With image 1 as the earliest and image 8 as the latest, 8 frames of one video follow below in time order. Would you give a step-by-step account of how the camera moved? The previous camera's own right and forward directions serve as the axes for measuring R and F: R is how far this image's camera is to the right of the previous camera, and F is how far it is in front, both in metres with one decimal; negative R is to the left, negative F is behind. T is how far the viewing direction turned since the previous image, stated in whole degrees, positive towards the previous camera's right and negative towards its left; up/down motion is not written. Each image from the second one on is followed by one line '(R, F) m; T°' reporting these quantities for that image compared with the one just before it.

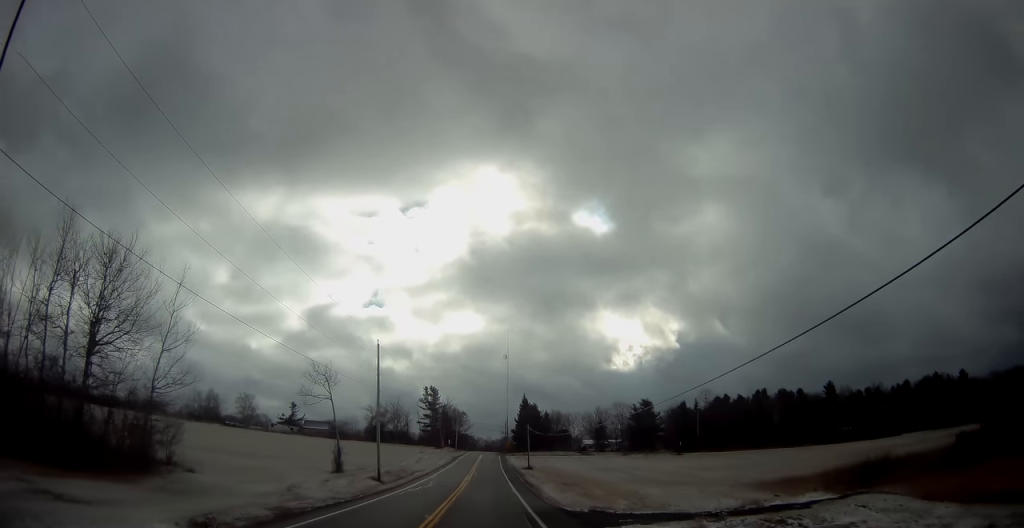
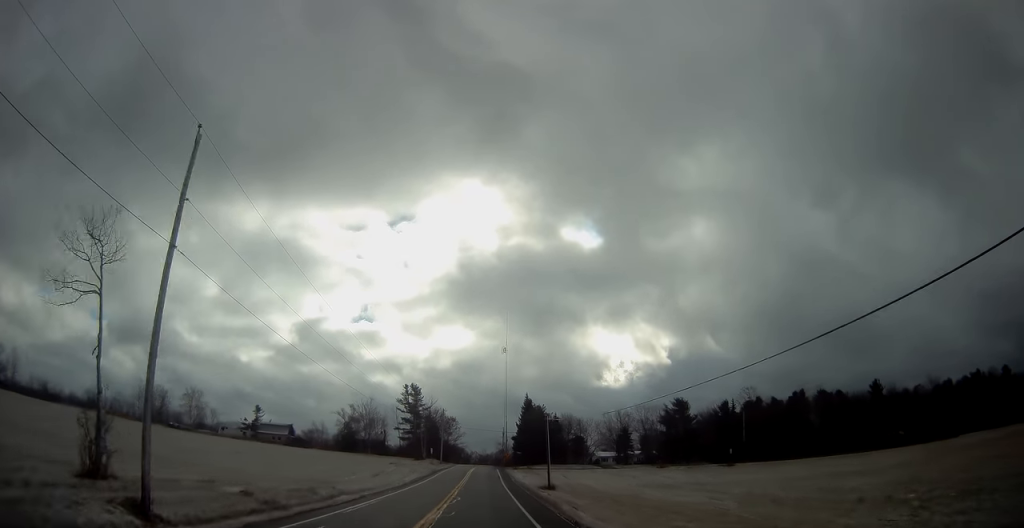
(-0.2, +30.2) m; 0°
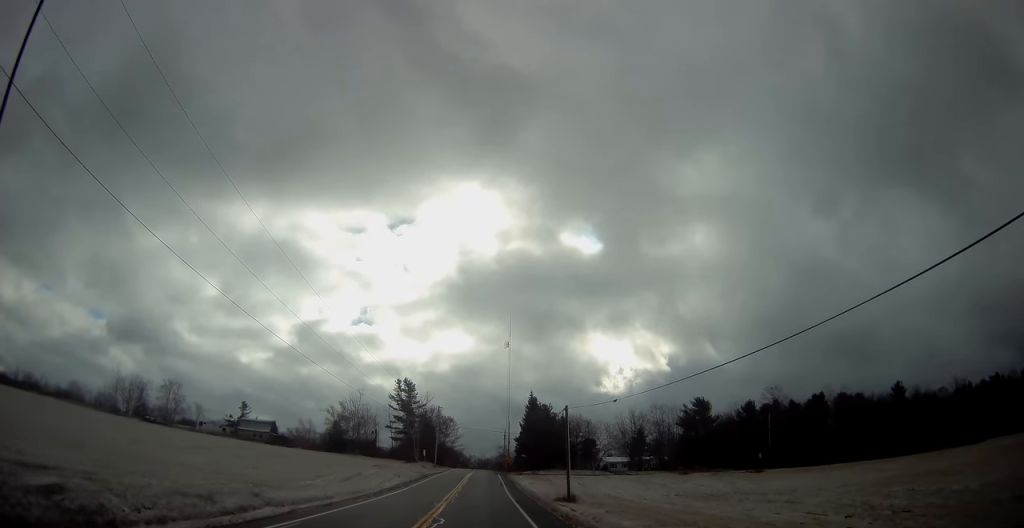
(+0.1, +11.2) m; 0°
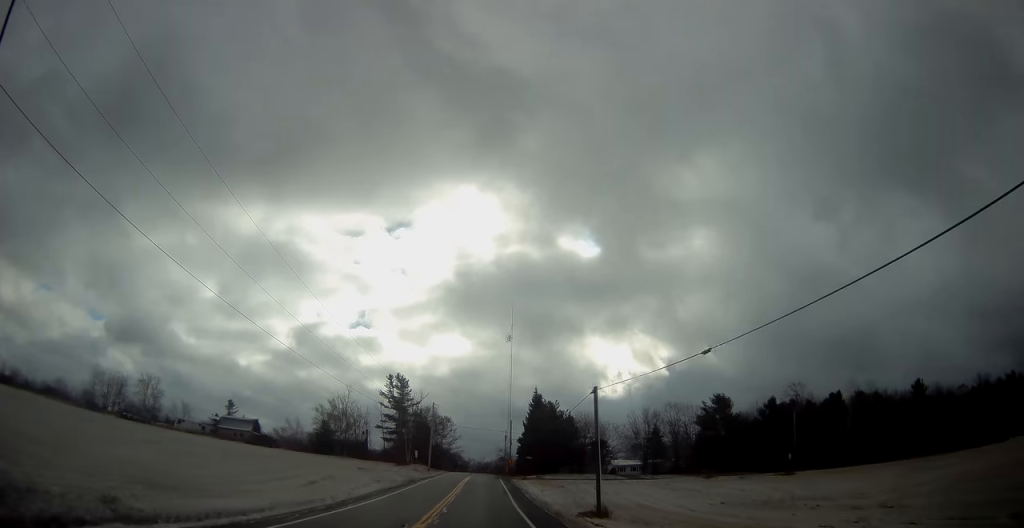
(+0.1, +9.7) m; 0°
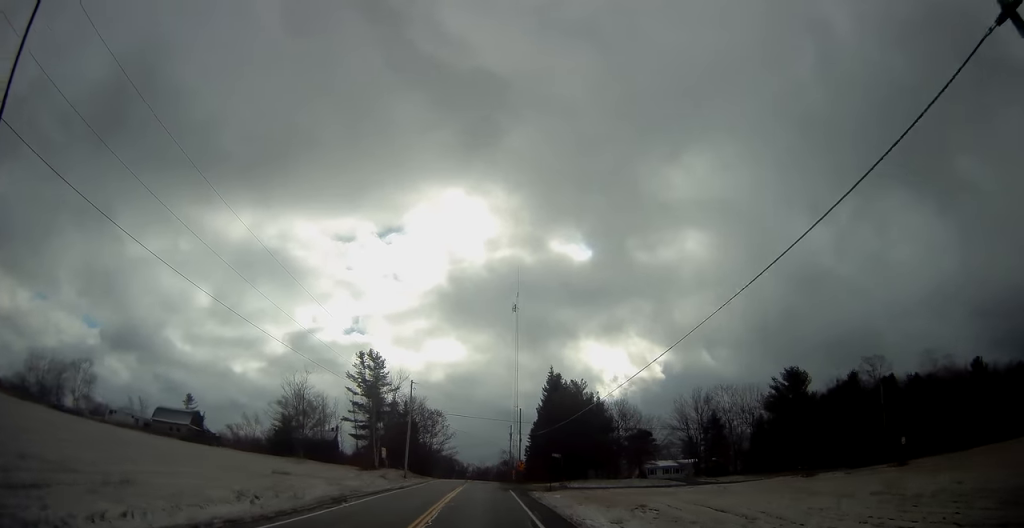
(0.0, +25.0) m; +1°
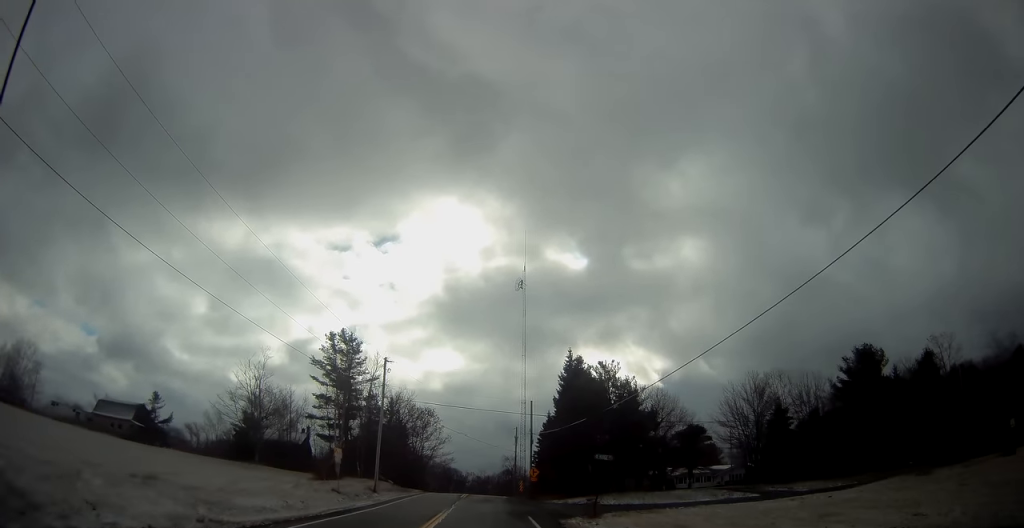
(+0.2, +16.1) m; 0°
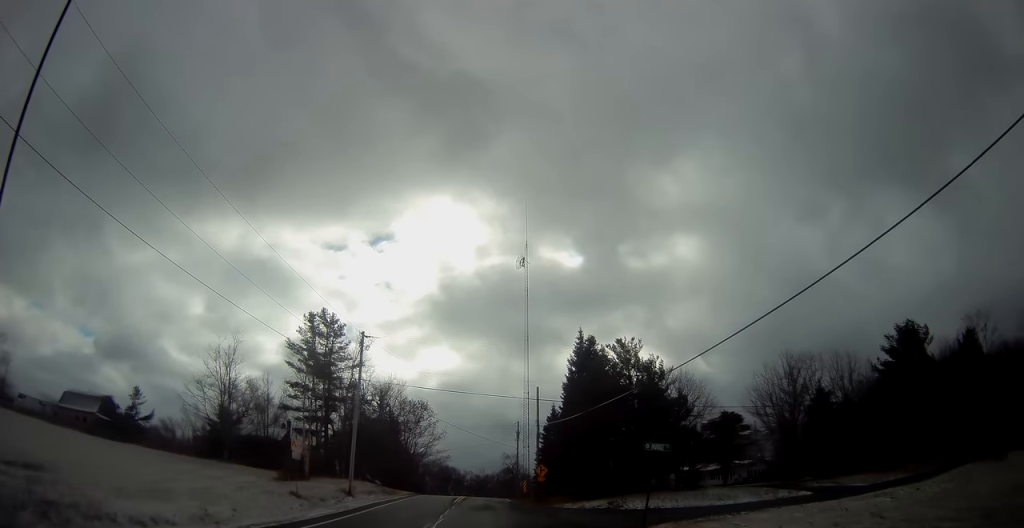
(-0.1, +7.7) m; 0°
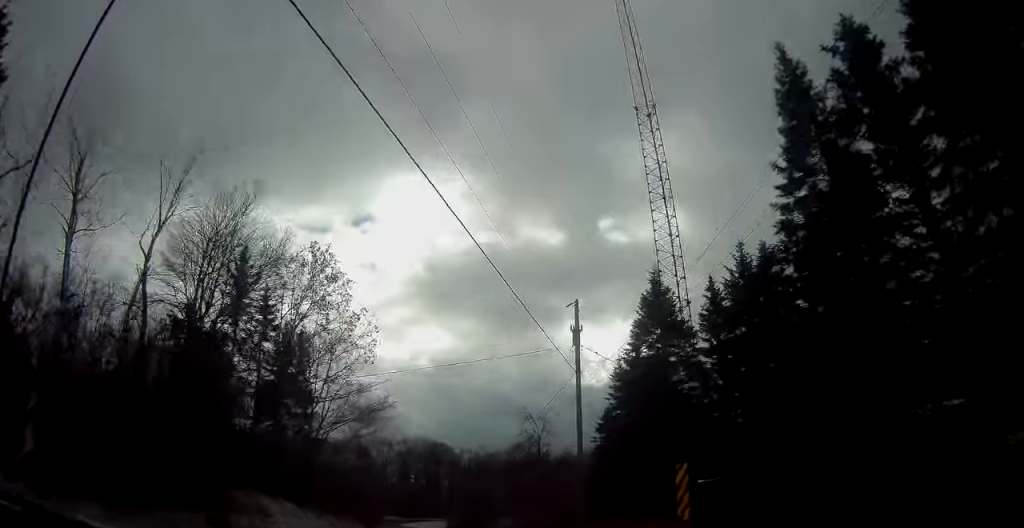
(-0.1, +50.2) m; -1°
